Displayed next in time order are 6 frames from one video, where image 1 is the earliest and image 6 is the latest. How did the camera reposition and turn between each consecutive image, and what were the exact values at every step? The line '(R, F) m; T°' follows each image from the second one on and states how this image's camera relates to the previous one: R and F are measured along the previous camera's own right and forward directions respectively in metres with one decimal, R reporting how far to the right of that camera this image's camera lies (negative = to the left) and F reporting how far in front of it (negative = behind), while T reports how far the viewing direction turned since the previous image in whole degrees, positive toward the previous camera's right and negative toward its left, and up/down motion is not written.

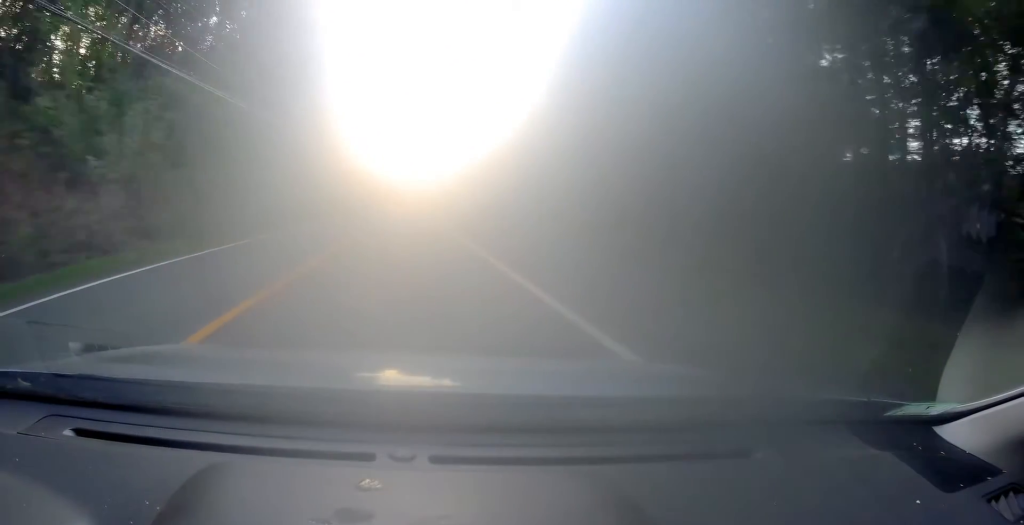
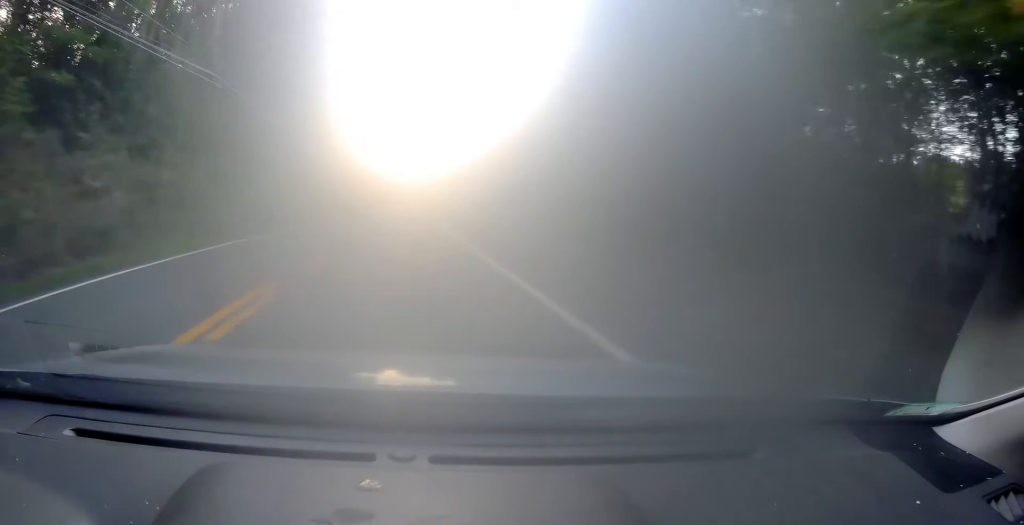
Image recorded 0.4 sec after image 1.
(+0.1, +10.9) m; -1°
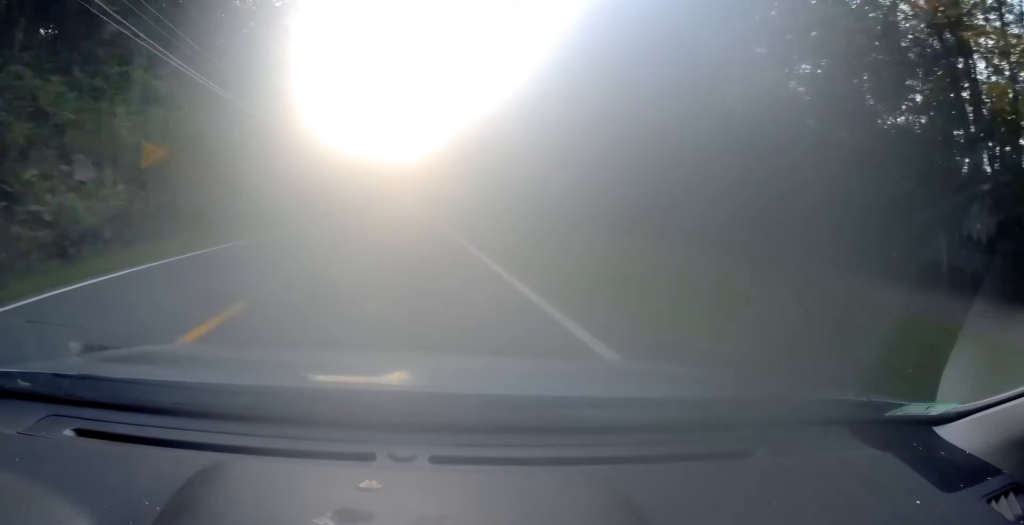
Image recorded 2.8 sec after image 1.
(-1.3, +60.2) m; -2°
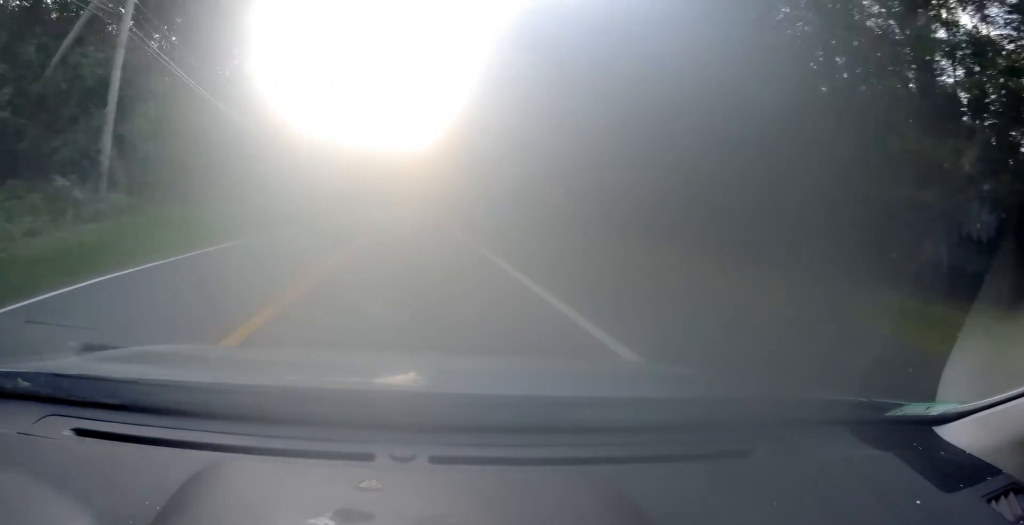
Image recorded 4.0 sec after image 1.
(-0.4, +30.0) m; 0°
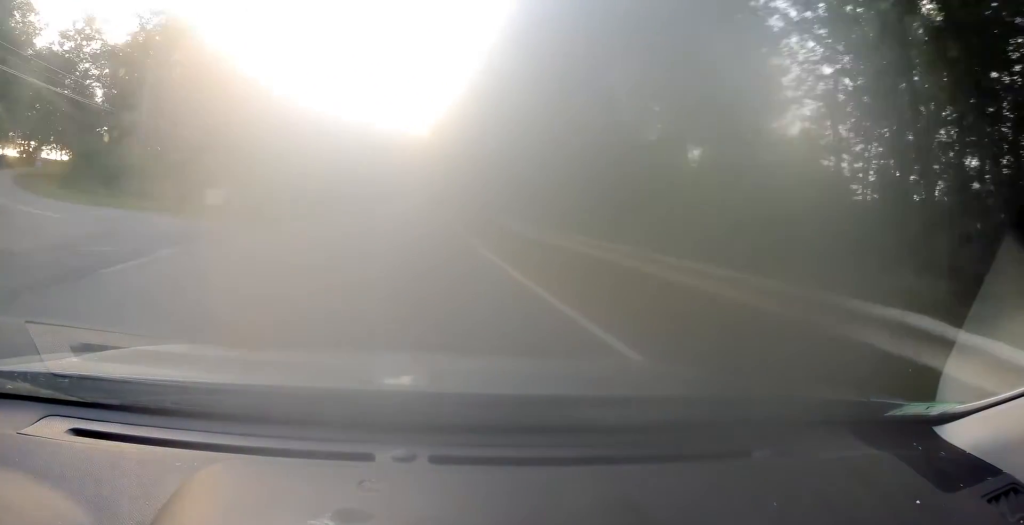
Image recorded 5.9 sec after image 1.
(+0.7, +46.0) m; +1°
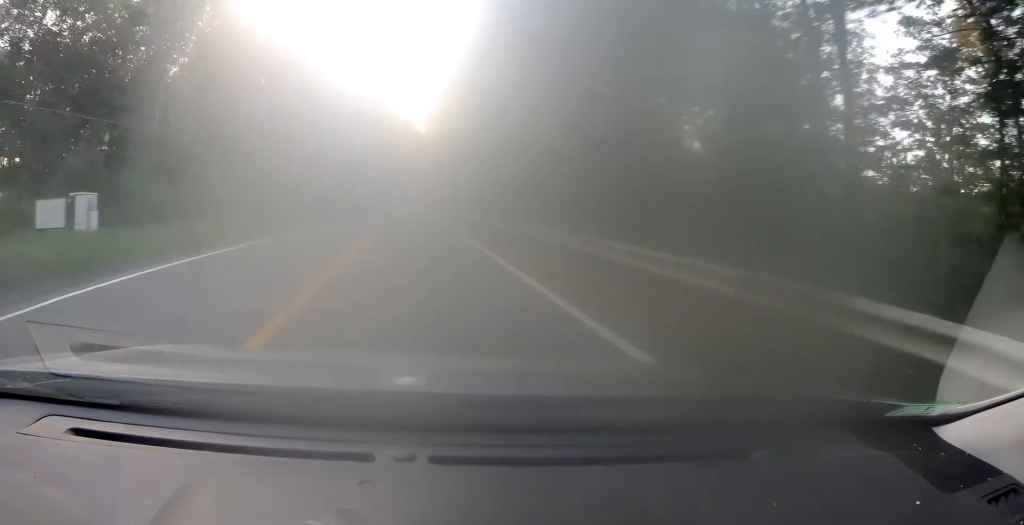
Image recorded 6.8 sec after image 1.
(+0.2, +23.4) m; +1°
